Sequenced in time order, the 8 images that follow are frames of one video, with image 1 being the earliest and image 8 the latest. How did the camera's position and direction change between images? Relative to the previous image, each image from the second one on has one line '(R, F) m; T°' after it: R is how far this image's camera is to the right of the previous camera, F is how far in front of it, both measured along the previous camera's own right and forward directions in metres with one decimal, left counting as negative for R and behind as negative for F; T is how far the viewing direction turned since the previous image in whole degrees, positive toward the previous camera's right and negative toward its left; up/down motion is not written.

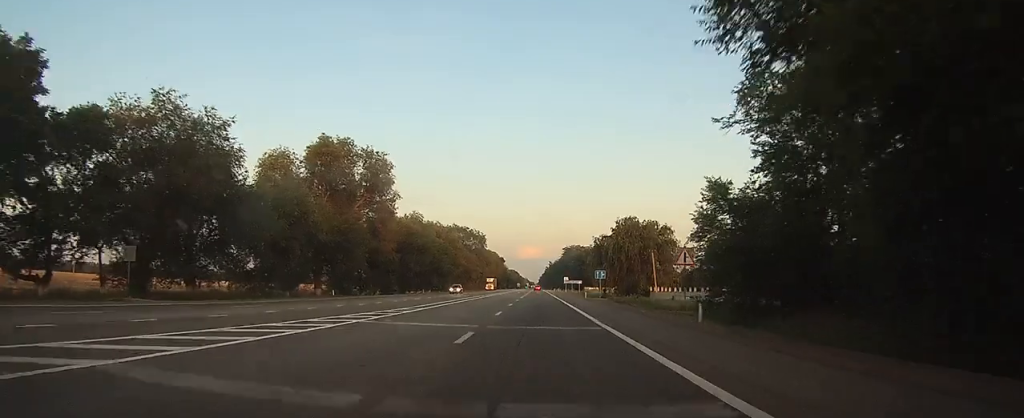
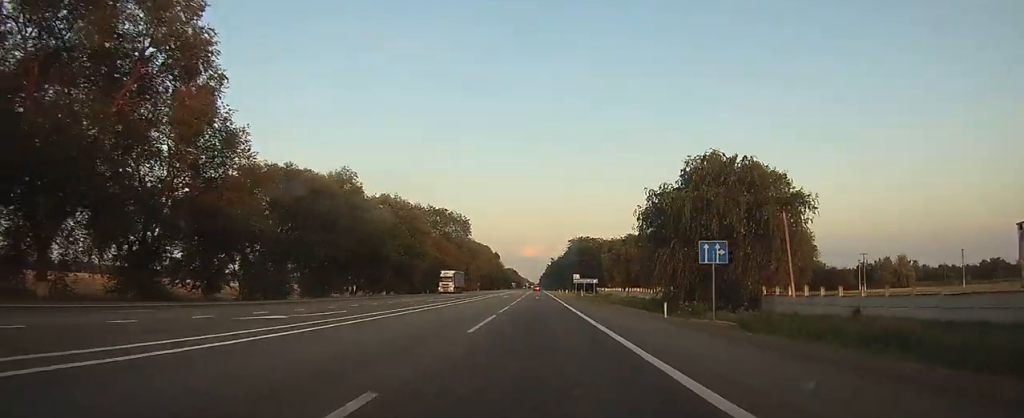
(-0.4, +44.4) m; -1°
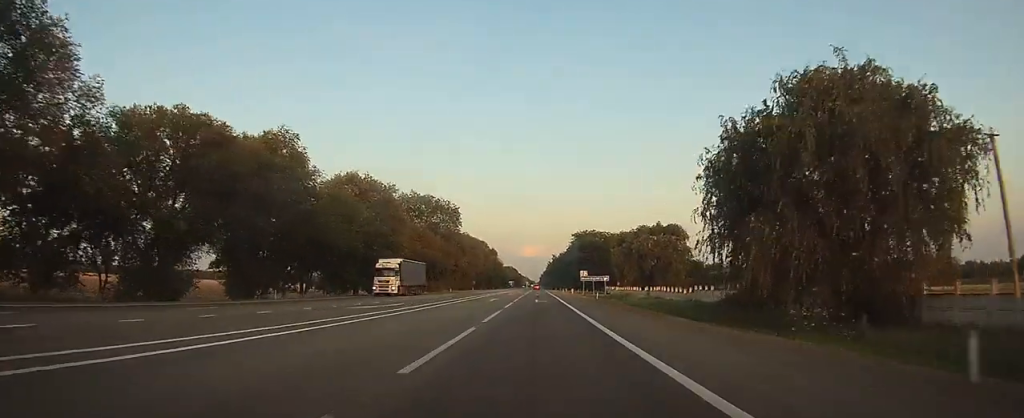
(0.0, +19.4) m; 0°
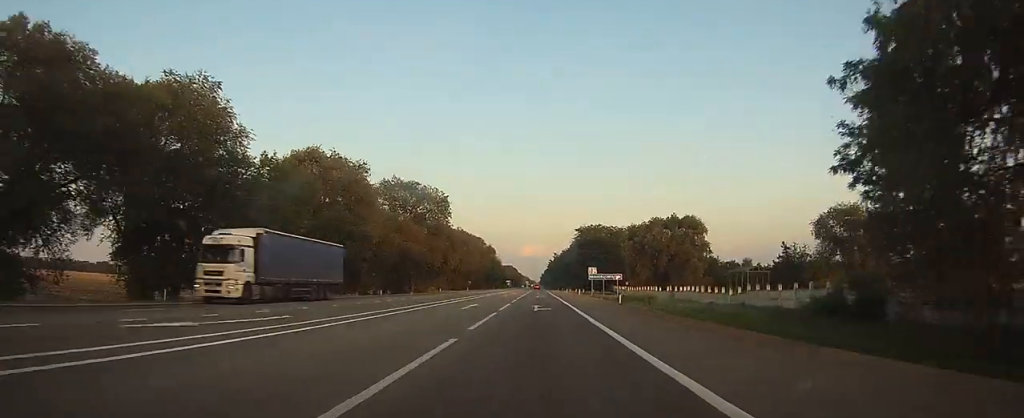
(0.0, +15.6) m; 0°
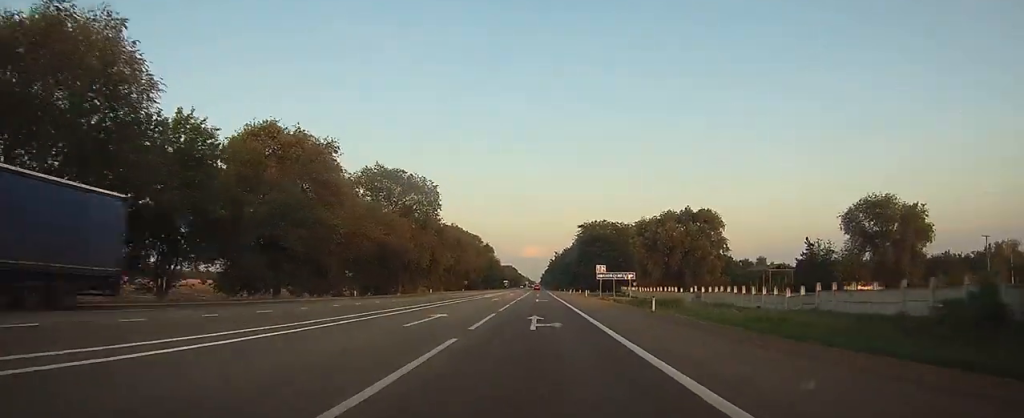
(0.0, +11.9) m; 0°
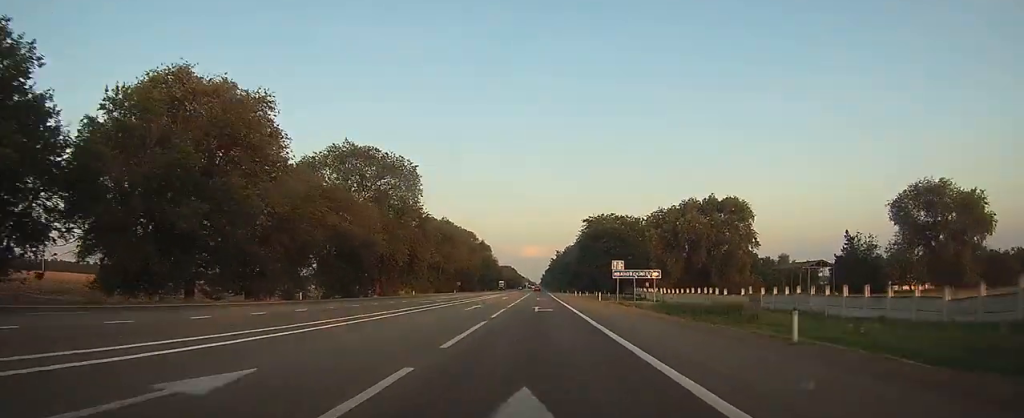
(+0.1, +16.4) m; 0°
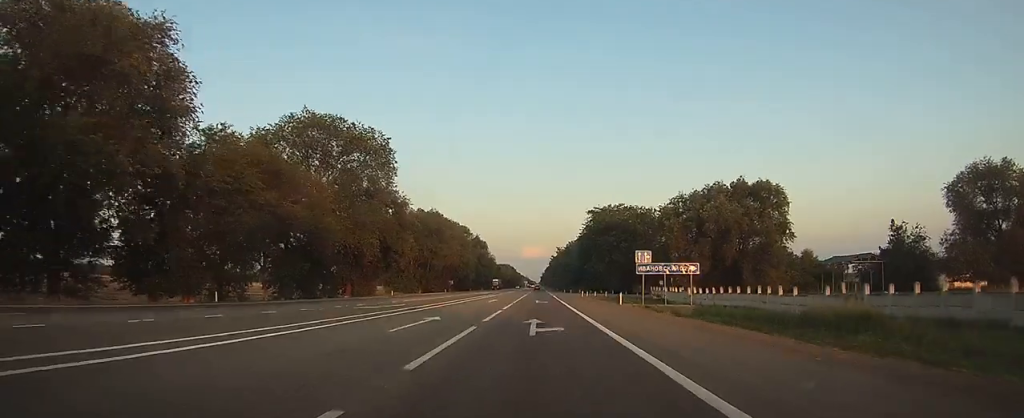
(0.0, +14.9) m; 0°
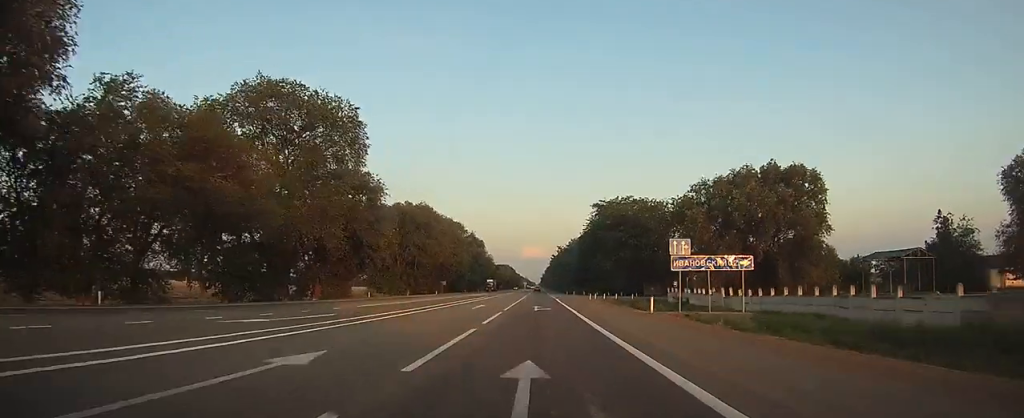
(0.0, +12.0) m; 0°
